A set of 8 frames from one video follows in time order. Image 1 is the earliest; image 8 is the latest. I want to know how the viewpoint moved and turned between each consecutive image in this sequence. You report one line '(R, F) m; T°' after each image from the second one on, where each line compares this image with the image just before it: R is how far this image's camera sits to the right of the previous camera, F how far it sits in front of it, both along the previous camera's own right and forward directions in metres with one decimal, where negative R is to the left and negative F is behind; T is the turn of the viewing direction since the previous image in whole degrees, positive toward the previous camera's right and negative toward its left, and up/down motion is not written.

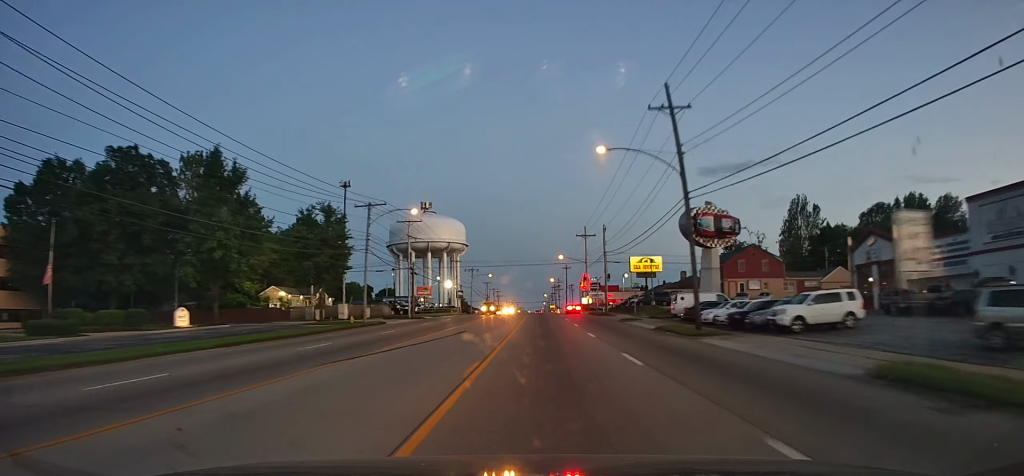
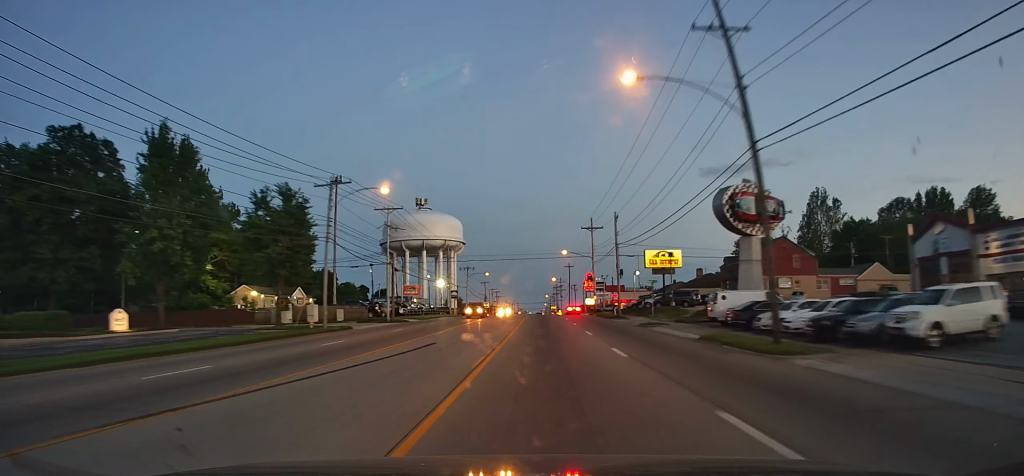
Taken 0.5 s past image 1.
(-0.1, +11.0) m; 0°
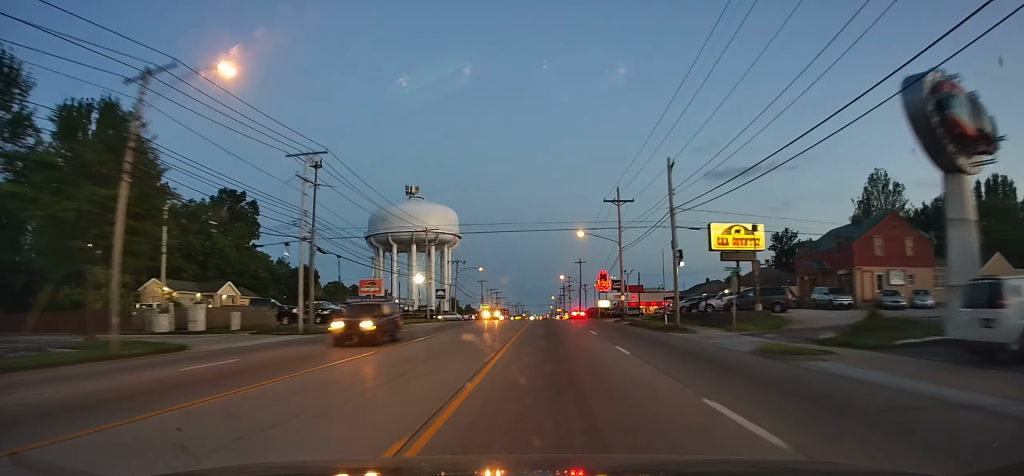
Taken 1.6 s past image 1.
(-0.1, +25.4) m; 0°
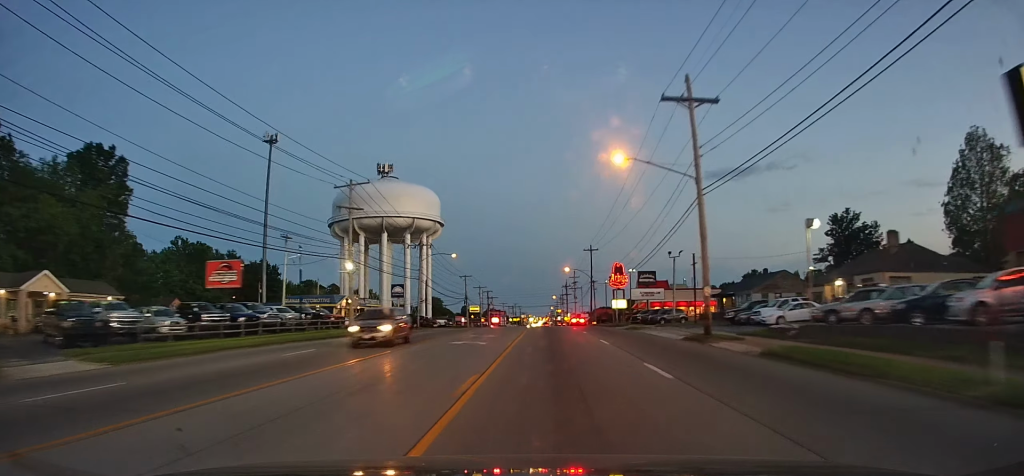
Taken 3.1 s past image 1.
(+0.7, +27.8) m; +2°
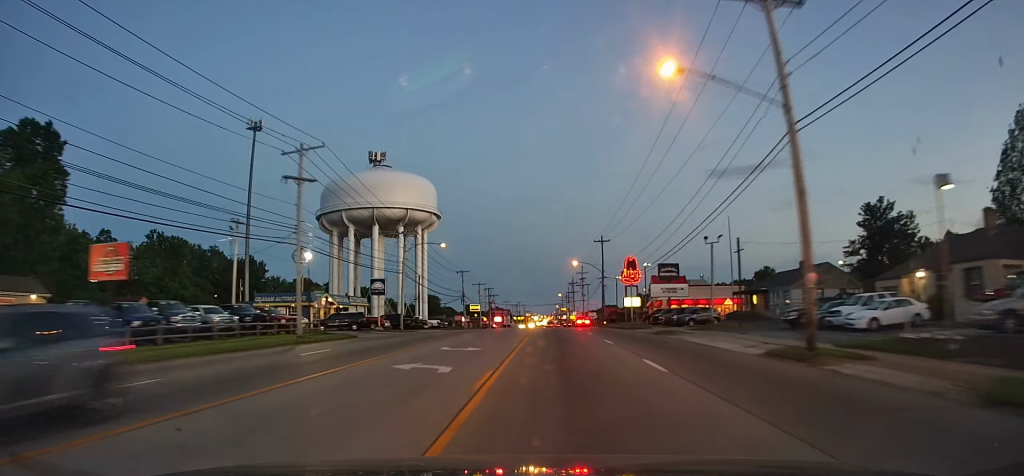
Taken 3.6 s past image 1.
(+0.3, +11.4) m; 0°
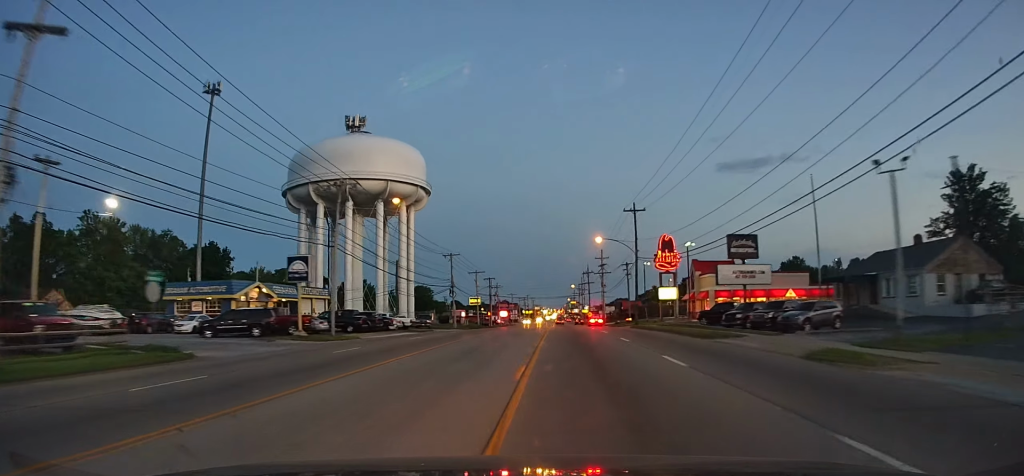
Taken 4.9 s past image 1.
(-0.6, +22.5) m; -3°
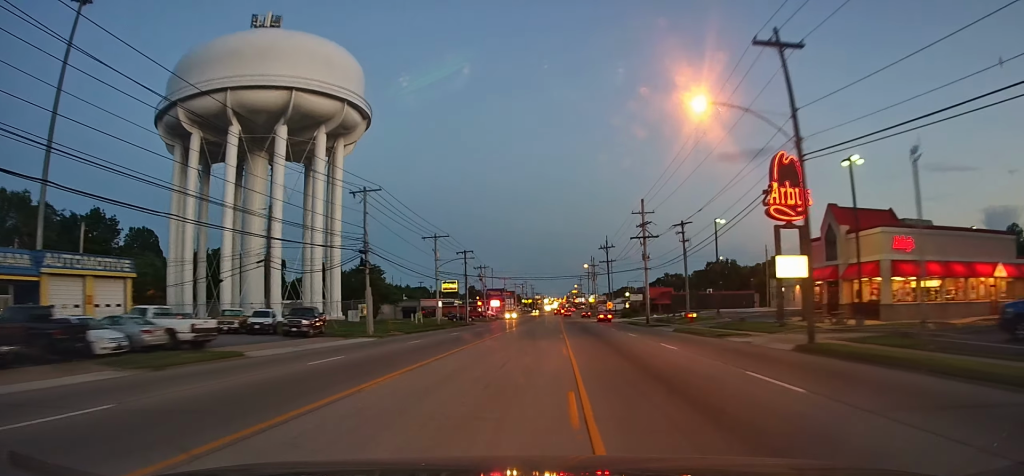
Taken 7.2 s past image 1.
(-1.1, +43.4) m; -2°
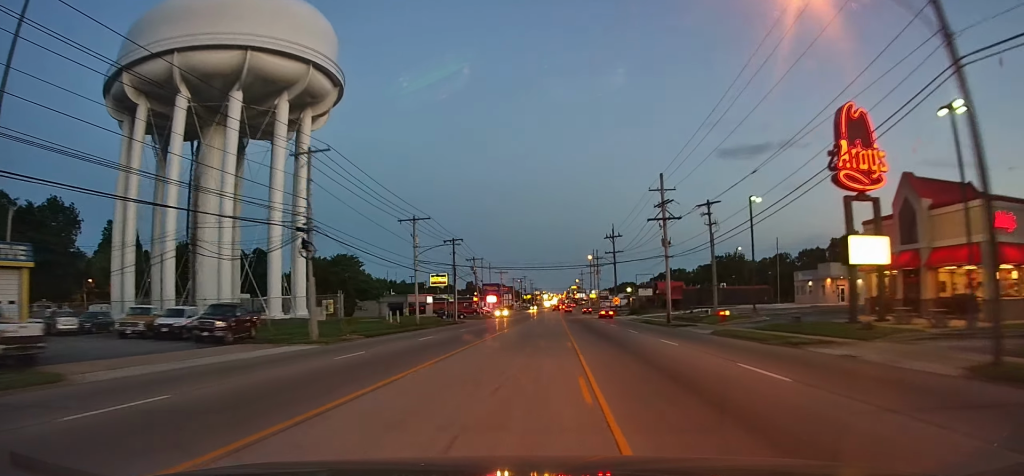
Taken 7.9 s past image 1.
(0.0, +11.2) m; 0°
